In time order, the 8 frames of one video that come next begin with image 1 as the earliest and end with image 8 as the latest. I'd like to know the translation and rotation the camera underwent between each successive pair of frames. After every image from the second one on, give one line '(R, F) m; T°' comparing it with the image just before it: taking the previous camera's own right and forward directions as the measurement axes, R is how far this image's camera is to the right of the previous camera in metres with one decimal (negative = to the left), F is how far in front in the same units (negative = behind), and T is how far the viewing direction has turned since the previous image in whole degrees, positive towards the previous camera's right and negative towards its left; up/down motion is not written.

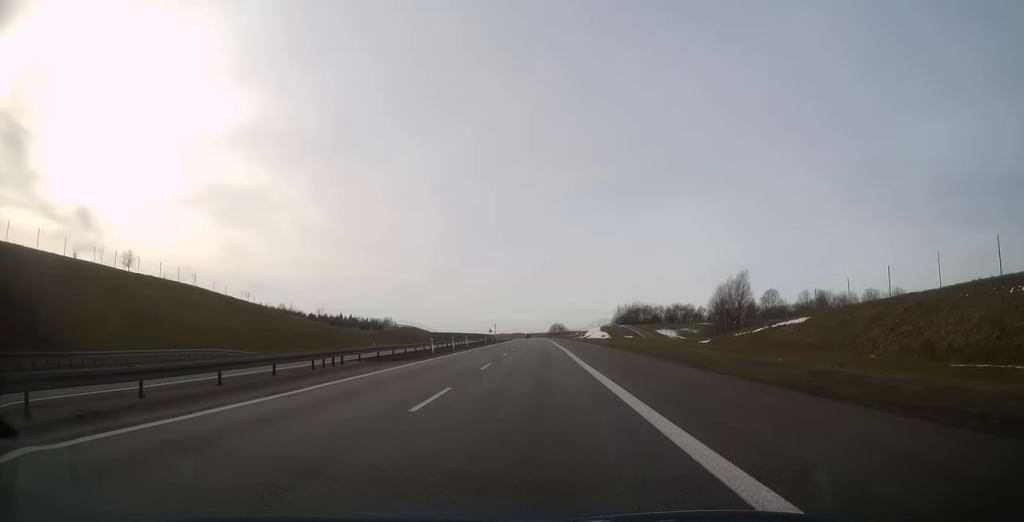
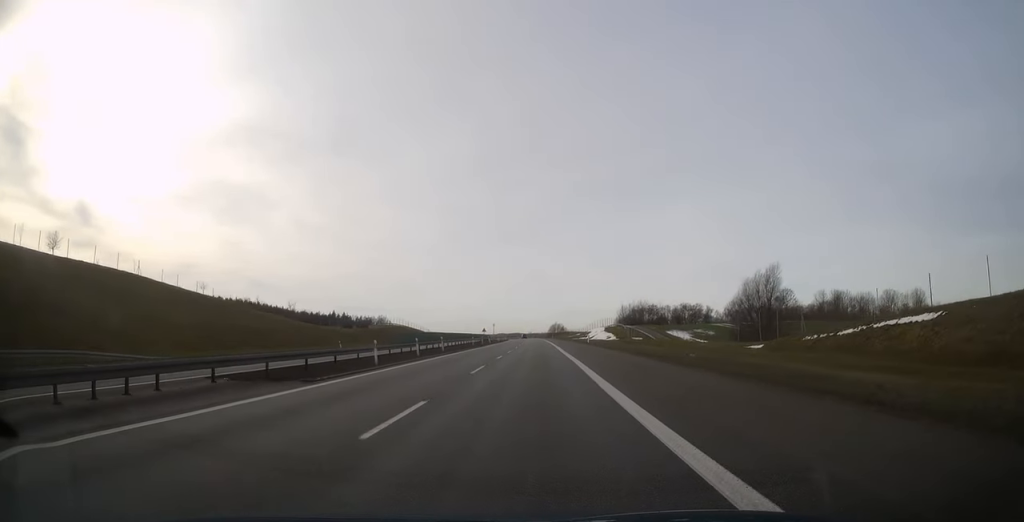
(0.0, +14.7) m; 0°
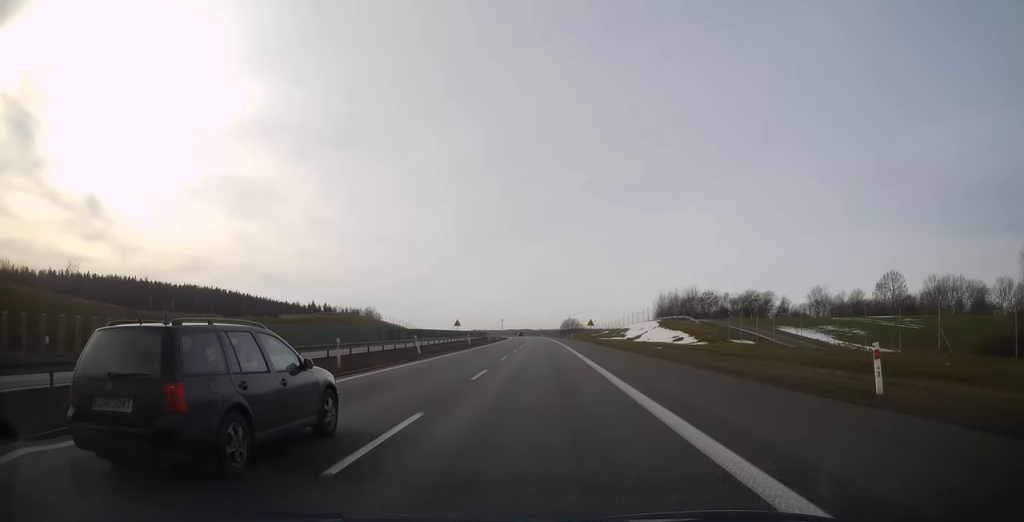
(0.0, +61.9) m; 0°
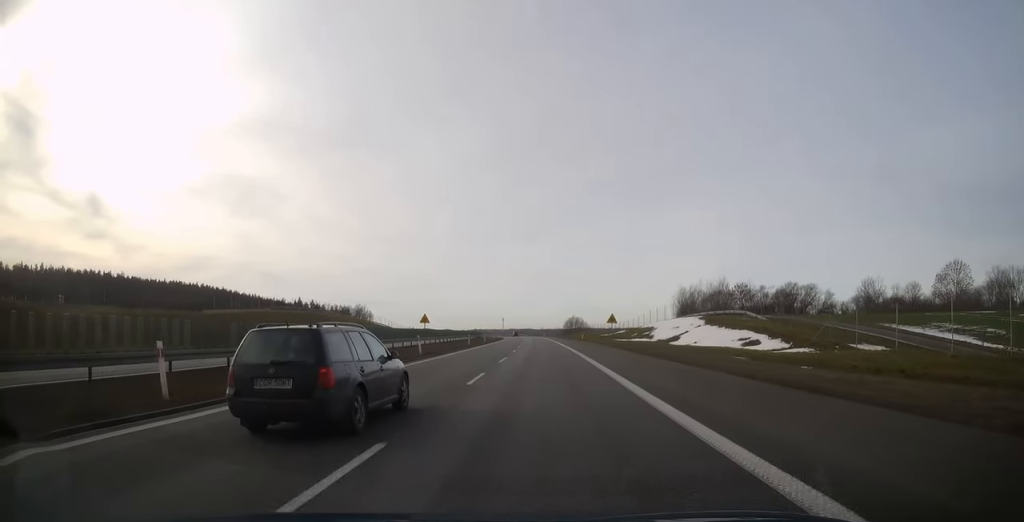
(0.0, +26.0) m; 0°
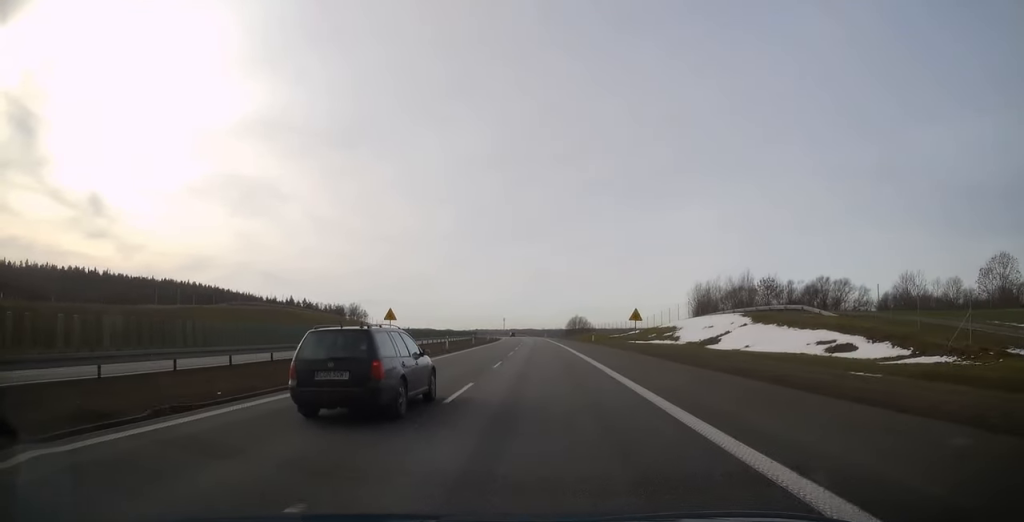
(0.0, +15.3) m; 0°
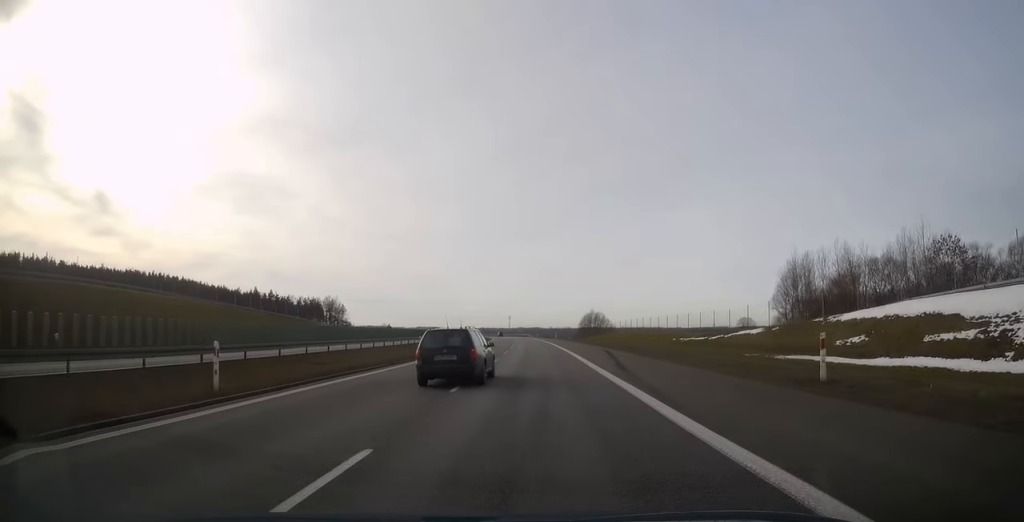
(-0.1, +56.0) m; -1°
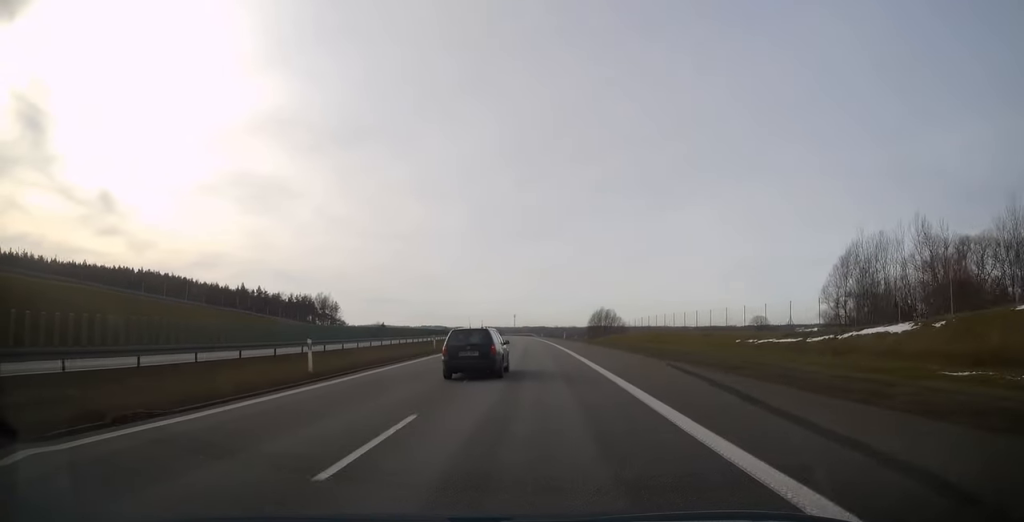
(0.0, +19.9) m; -1°
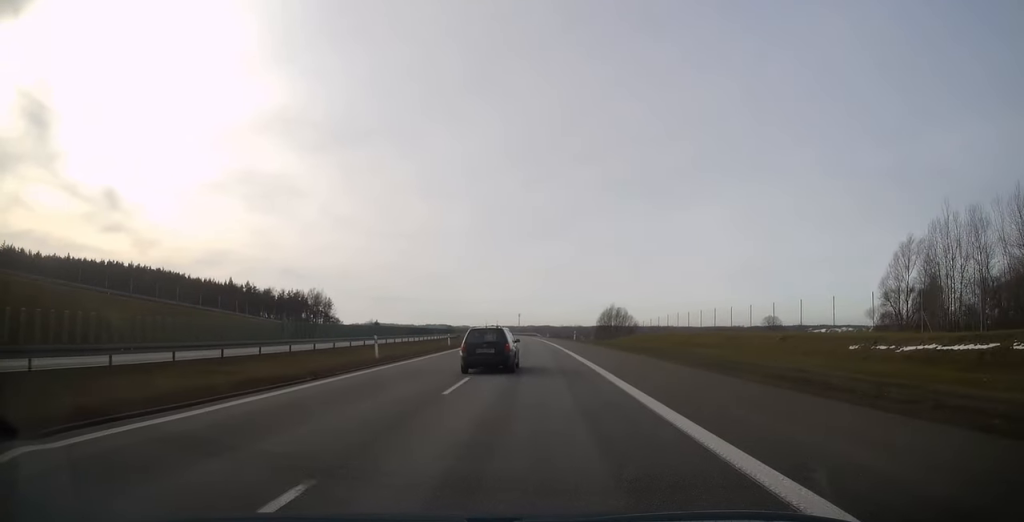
(-0.2, +17.4) m; -1°
